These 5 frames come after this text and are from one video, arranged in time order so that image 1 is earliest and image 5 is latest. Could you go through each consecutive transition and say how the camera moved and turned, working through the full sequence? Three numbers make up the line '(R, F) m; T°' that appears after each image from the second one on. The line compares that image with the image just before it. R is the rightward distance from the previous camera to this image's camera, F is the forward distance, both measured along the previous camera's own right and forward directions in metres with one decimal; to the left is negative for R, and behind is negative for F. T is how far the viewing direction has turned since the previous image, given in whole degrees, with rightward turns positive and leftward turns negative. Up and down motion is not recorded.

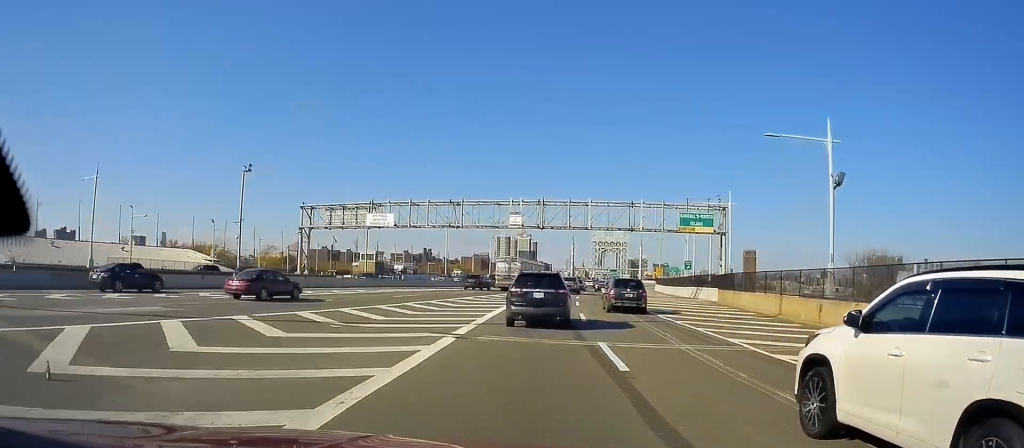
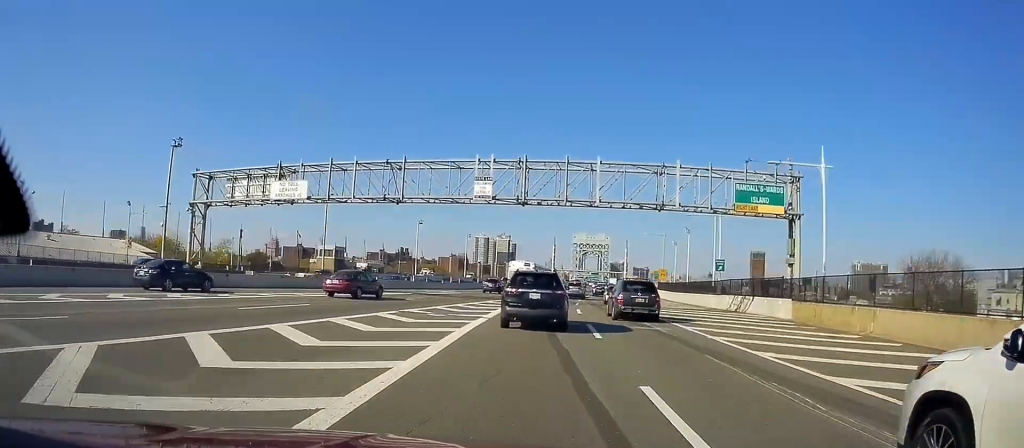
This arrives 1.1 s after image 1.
(+0.5, +18.7) m; +3°
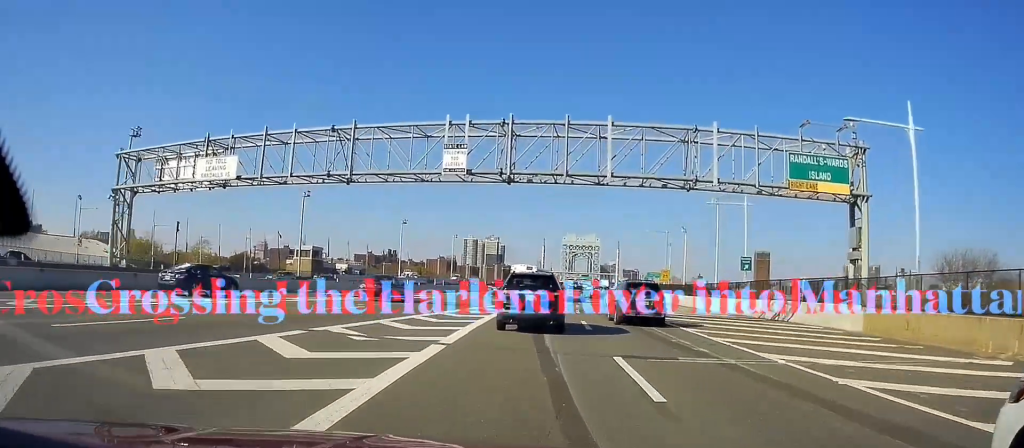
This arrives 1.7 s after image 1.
(+0.1, +9.0) m; +1°
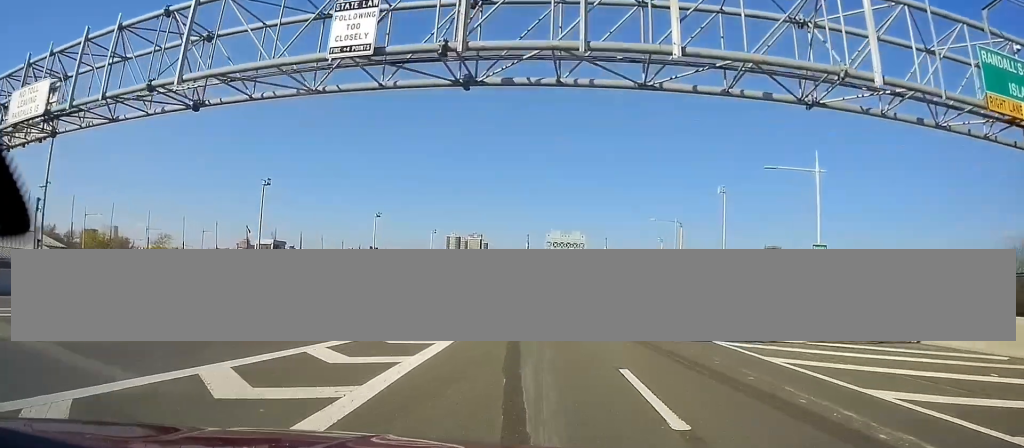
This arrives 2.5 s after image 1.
(+0.1, +13.9) m; +1°
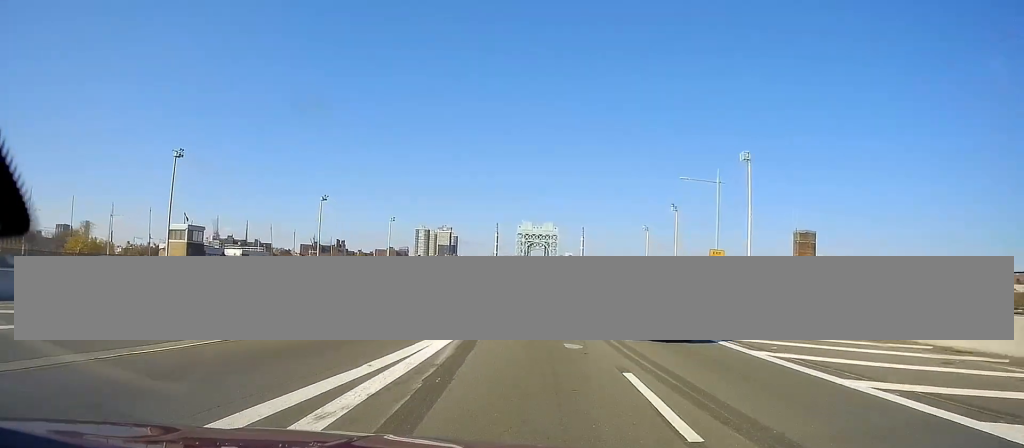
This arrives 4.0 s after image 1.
(+0.2, +24.9) m; +1°
